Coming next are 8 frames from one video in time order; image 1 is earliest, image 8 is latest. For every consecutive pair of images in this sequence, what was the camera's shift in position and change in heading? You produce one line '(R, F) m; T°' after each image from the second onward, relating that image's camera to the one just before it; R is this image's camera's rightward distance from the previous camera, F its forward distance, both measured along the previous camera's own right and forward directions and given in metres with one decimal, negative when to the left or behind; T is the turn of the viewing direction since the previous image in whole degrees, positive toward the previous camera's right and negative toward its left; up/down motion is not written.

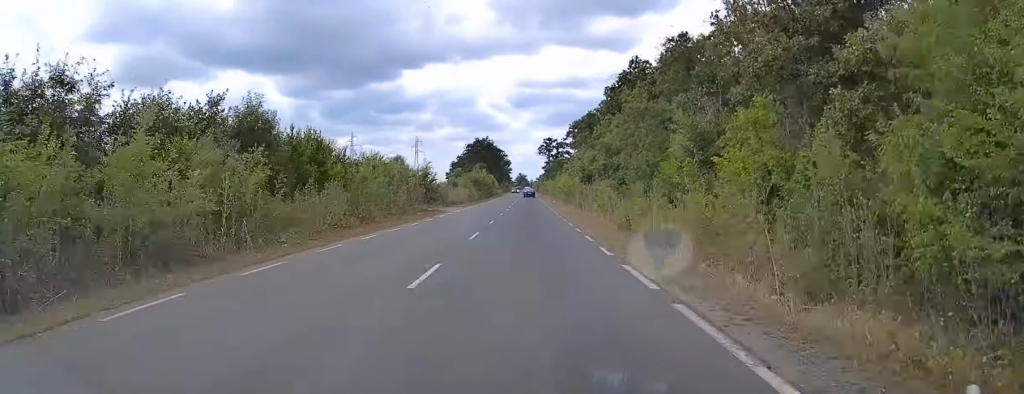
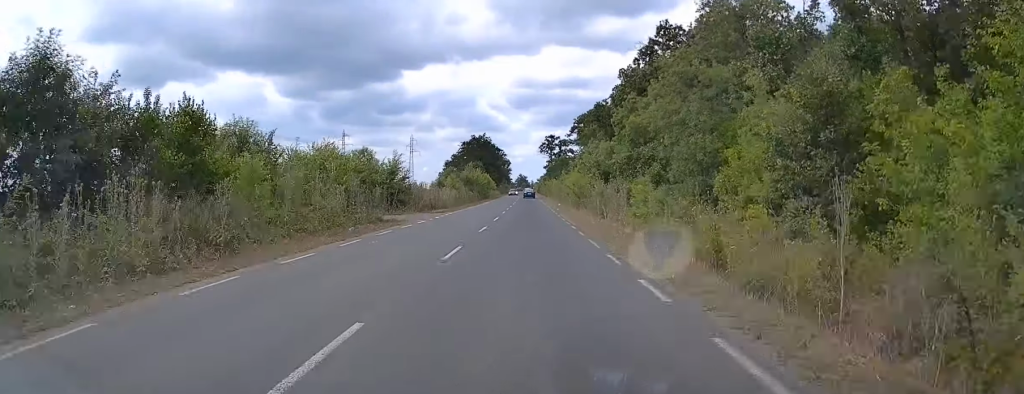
(0.0, +14.0) m; 0°
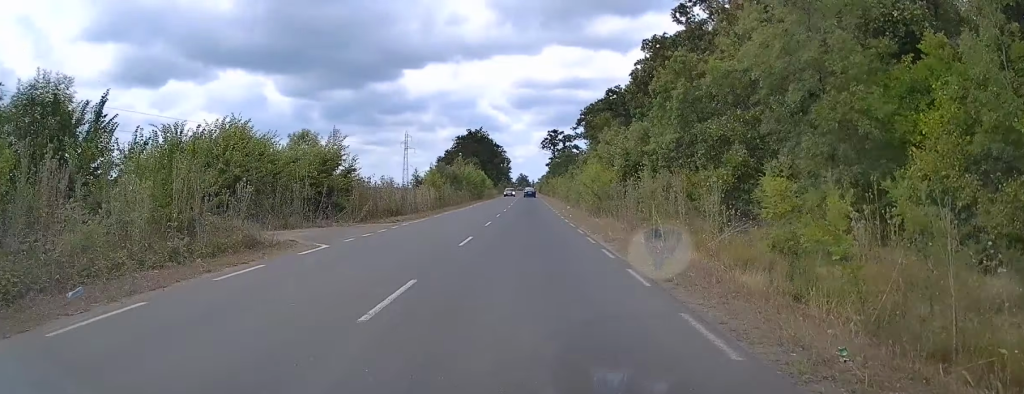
(+0.1, +14.8) m; -1°
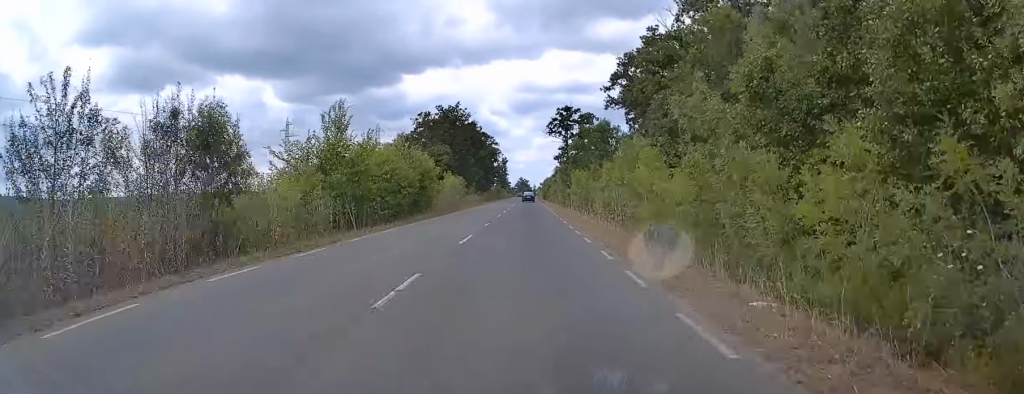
(+0.1, +52.0) m; +1°
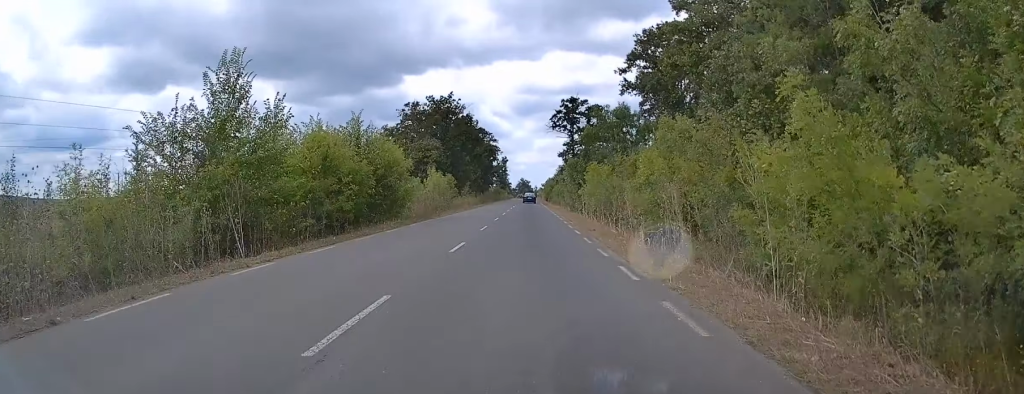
(0.0, +11.1) m; 0°
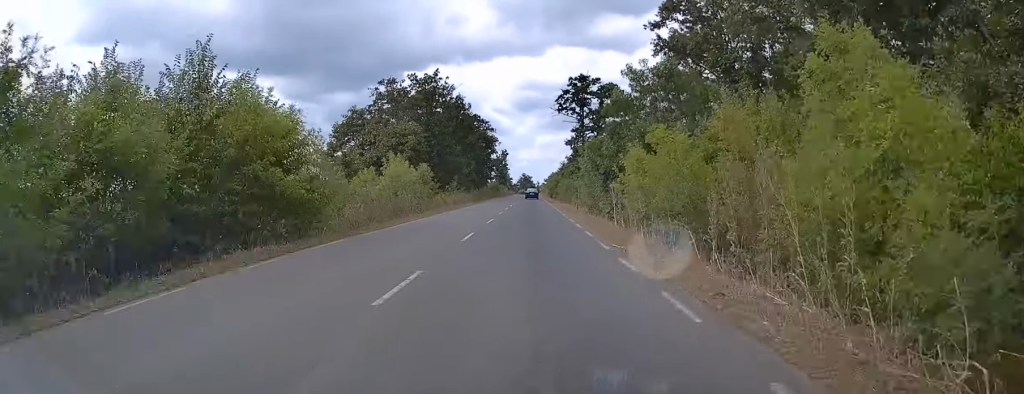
(0.0, +15.7) m; 0°
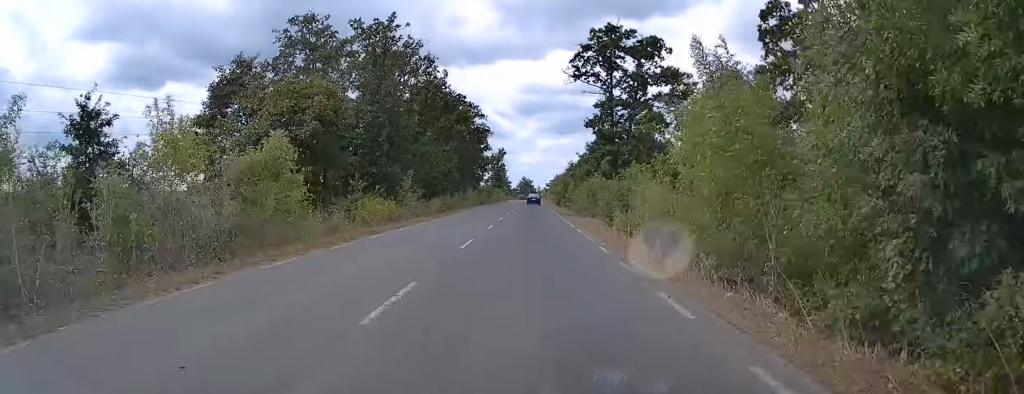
(0.0, +27.7) m; 0°
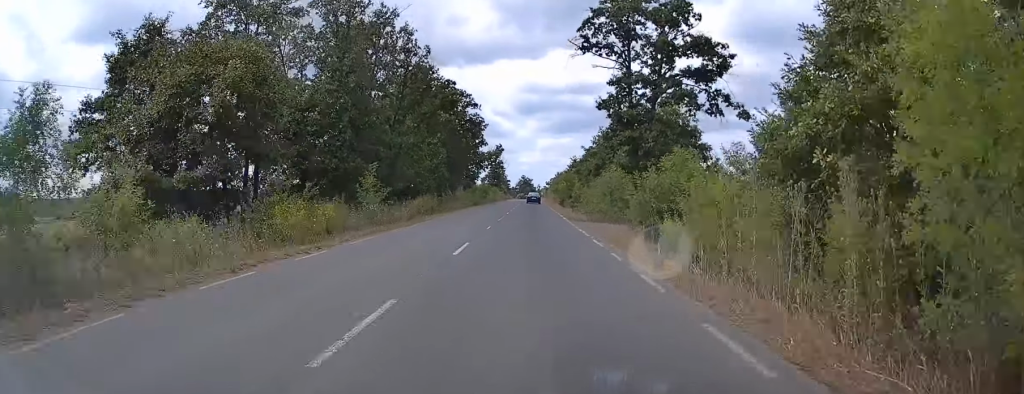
(0.0, +10.4) m; 0°
